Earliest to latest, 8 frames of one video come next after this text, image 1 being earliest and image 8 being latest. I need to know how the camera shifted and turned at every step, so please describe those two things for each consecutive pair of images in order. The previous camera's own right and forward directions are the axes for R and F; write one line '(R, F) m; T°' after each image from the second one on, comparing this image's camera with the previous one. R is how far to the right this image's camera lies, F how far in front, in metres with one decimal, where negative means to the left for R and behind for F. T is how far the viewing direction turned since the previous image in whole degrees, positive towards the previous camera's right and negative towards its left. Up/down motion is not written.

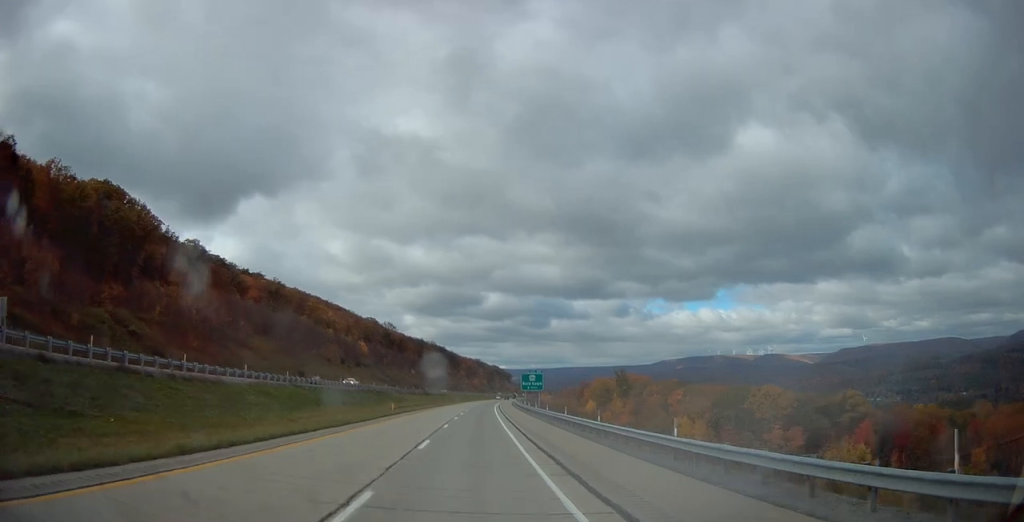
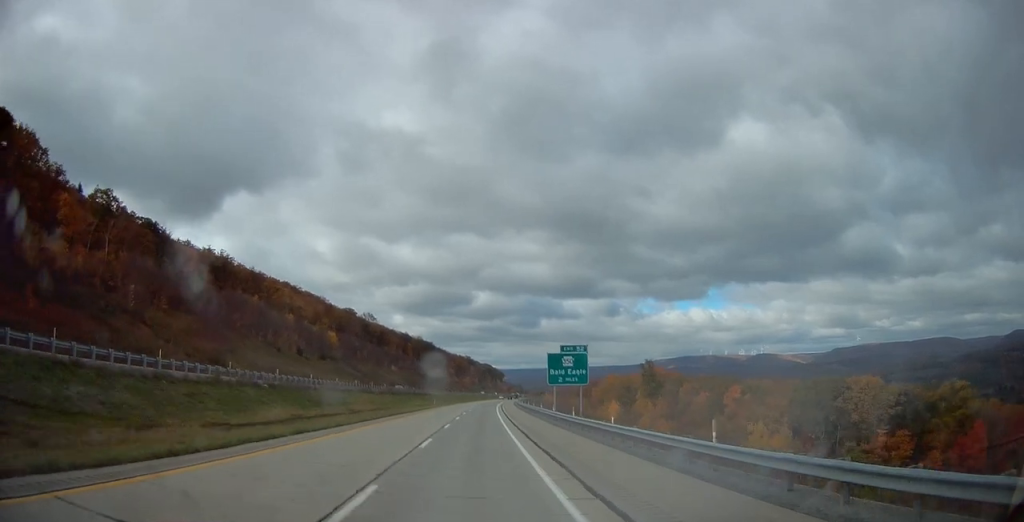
(+0.6, +48.8) m; +1°
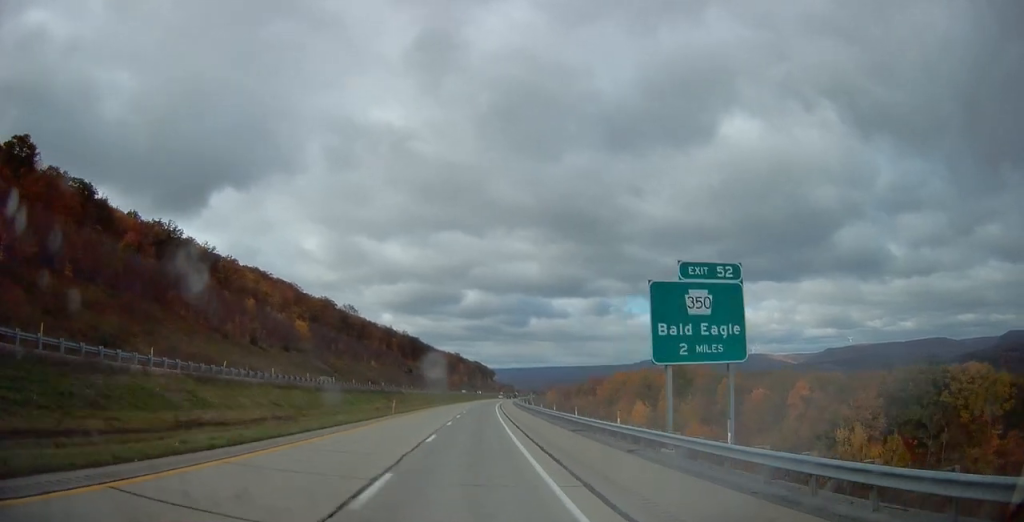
(-0.1, +35.0) m; 0°
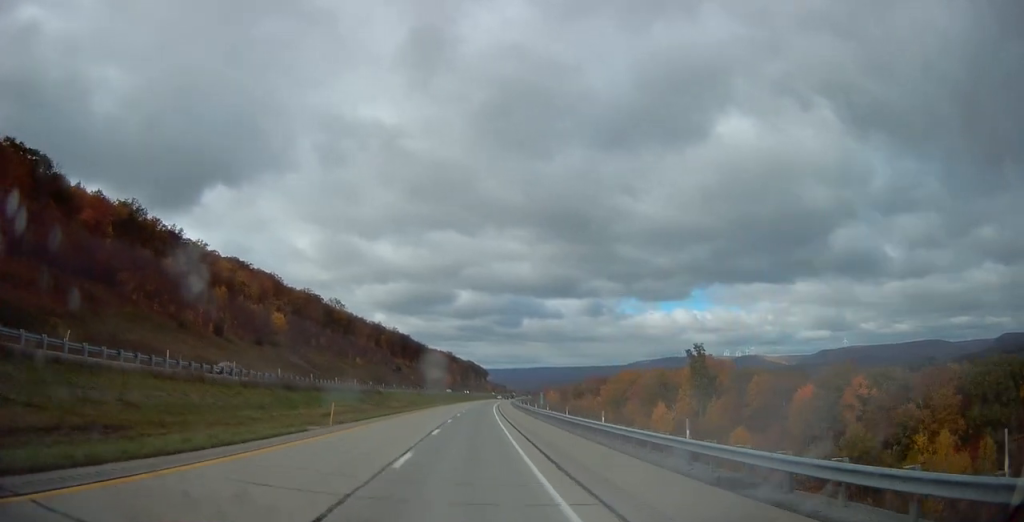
(+0.2, +20.1) m; +1°
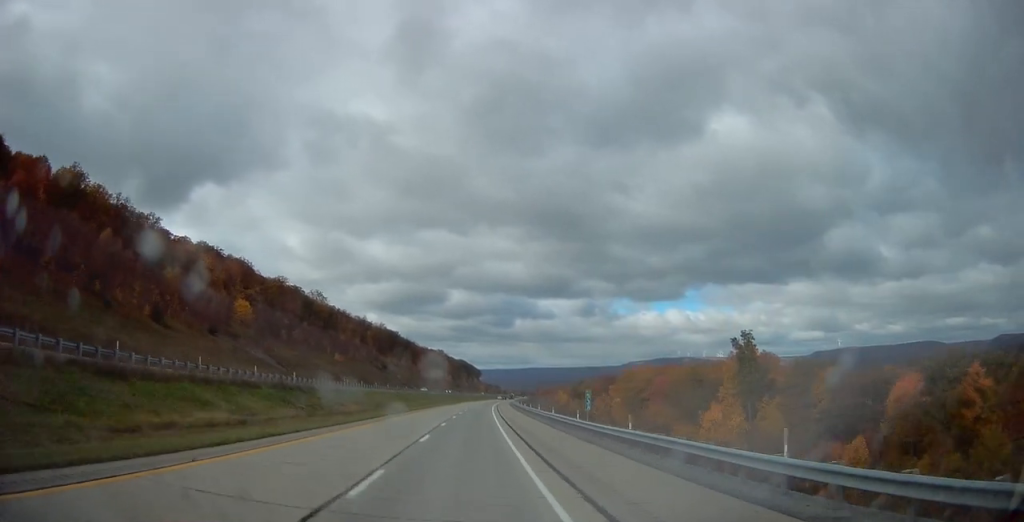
(+0.4, +28.6) m; +1°
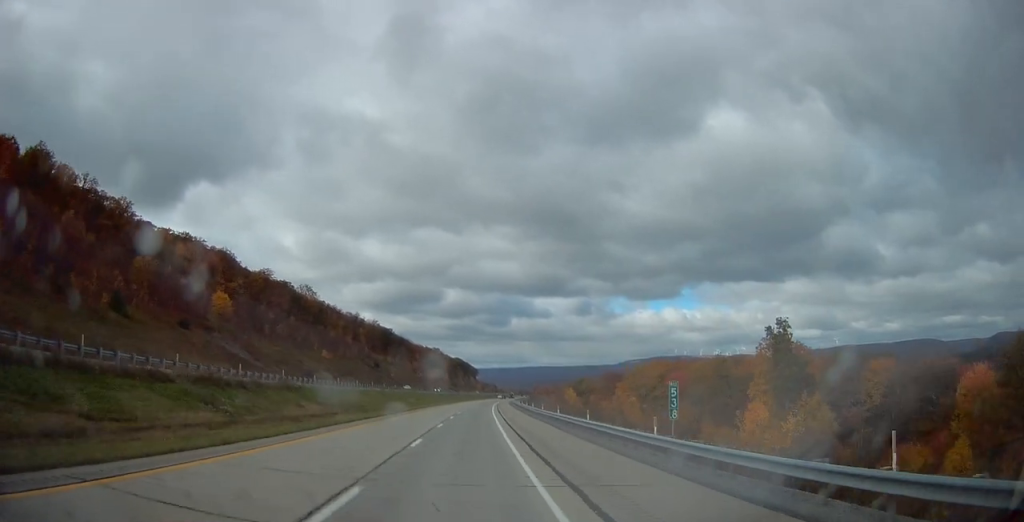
(+0.2, +14.9) m; 0°
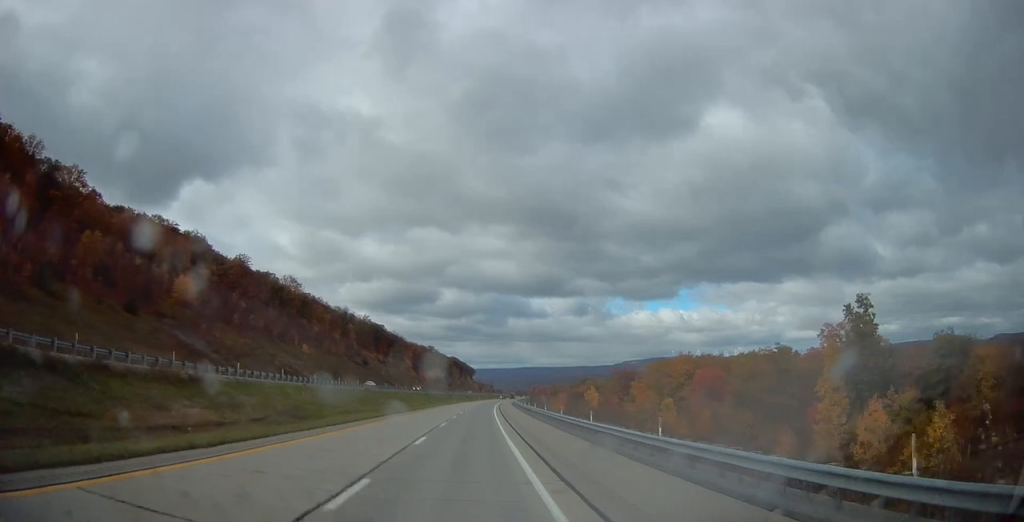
(-0.1, +23.3) m; 0°
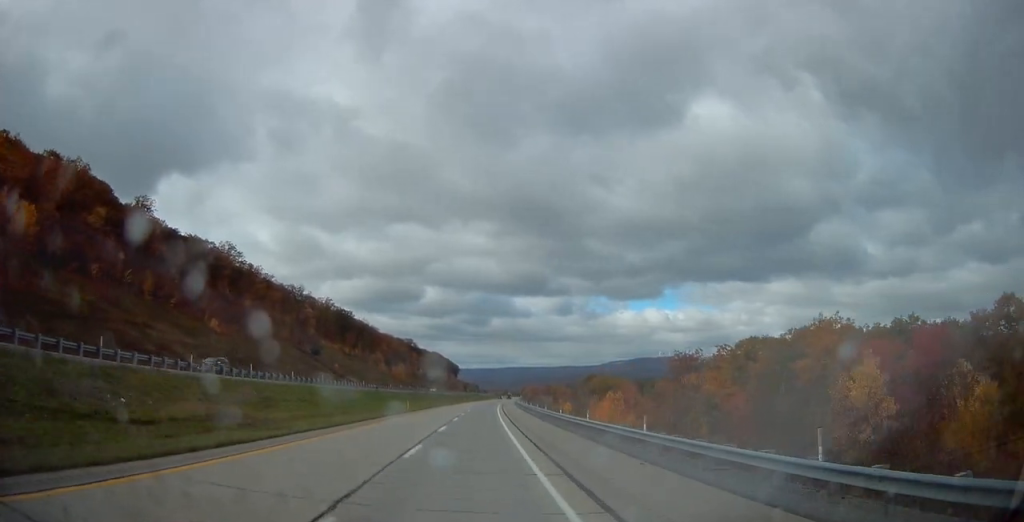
(+0.7, +65.8) m; +1°
